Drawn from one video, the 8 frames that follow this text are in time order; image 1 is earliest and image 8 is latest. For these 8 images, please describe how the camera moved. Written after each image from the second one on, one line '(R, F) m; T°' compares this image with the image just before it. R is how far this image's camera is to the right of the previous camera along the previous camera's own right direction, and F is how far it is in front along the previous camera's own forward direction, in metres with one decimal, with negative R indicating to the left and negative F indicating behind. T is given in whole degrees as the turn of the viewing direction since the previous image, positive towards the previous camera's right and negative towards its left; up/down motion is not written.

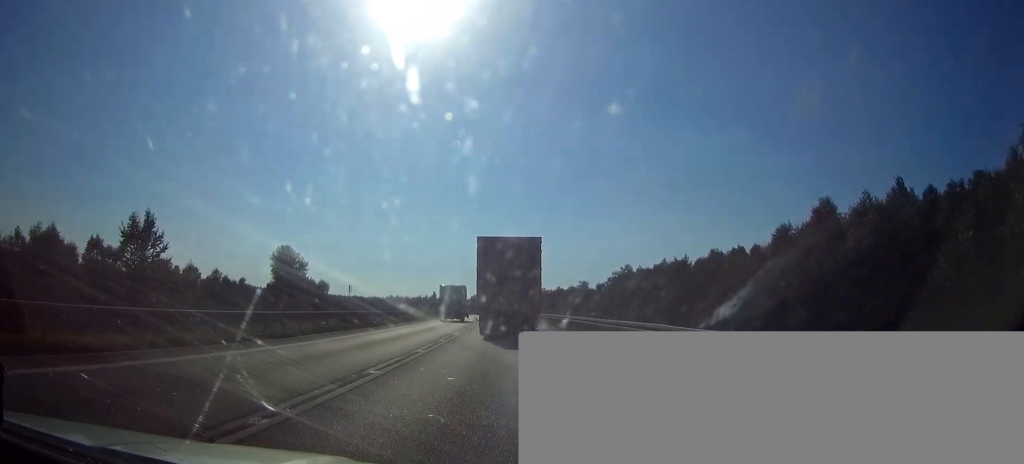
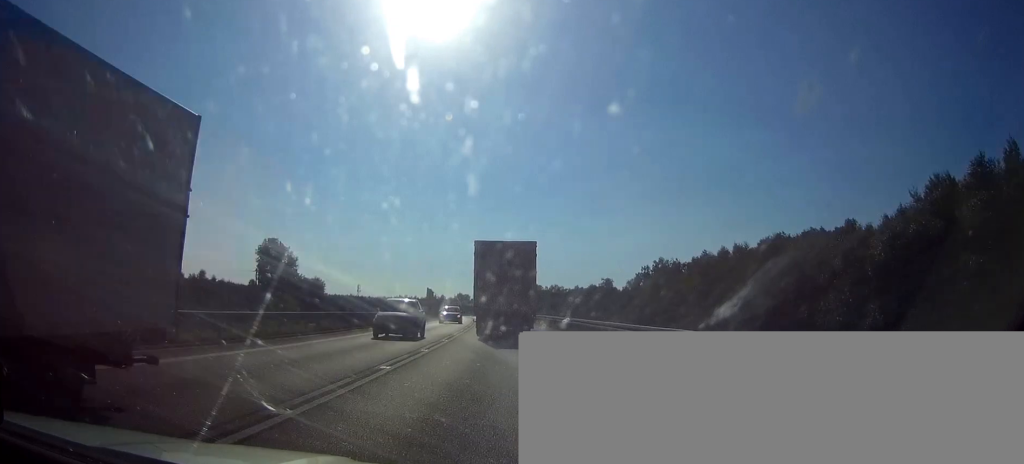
(-0.3, +29.3) m; -1°
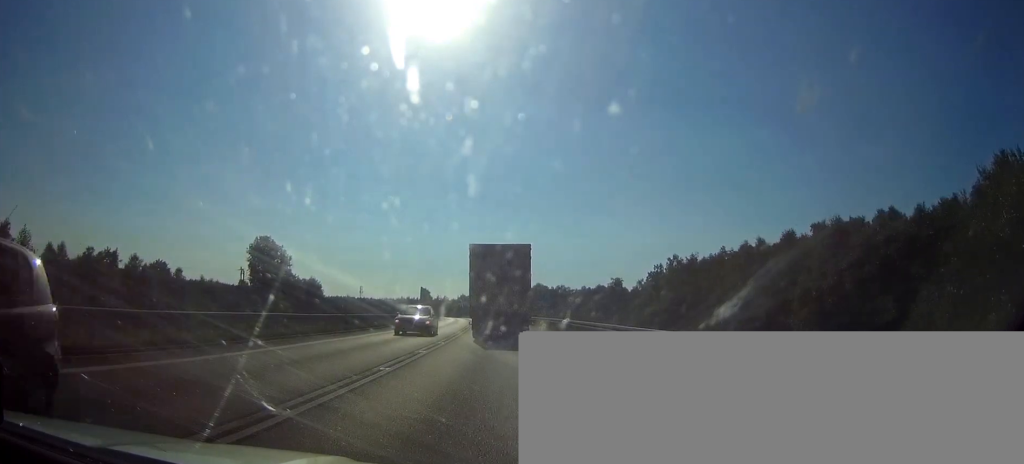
(-0.1, +12.1) m; 0°
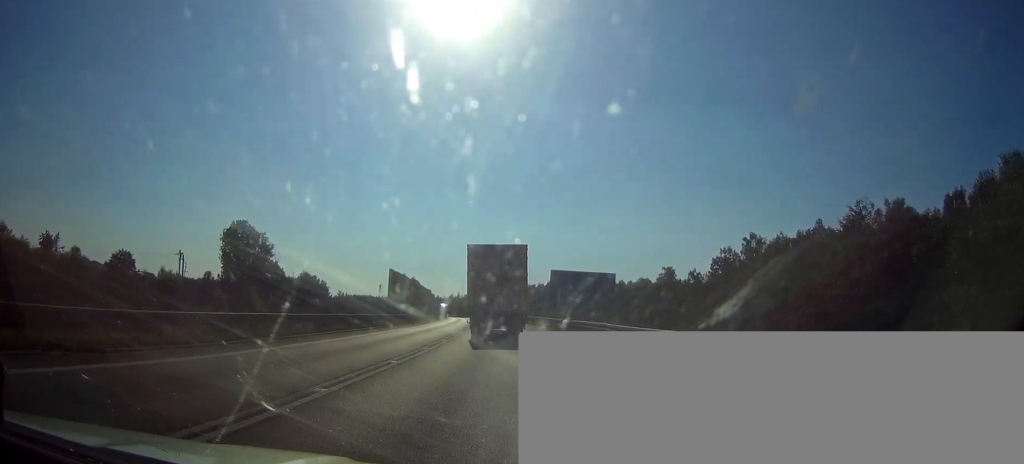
(-0.6, +39.3) m; -2°
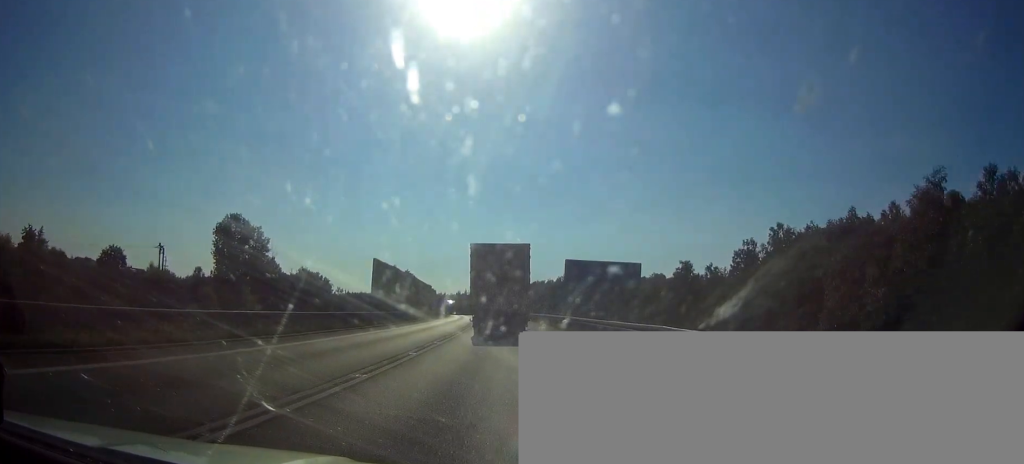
(-0.1, +9.9) m; -1°
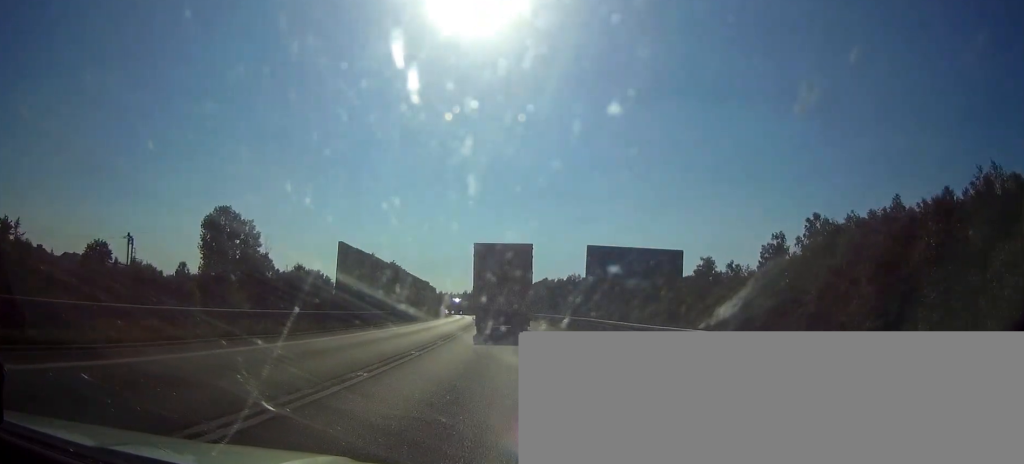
(-0.1, +12.2) m; -1°
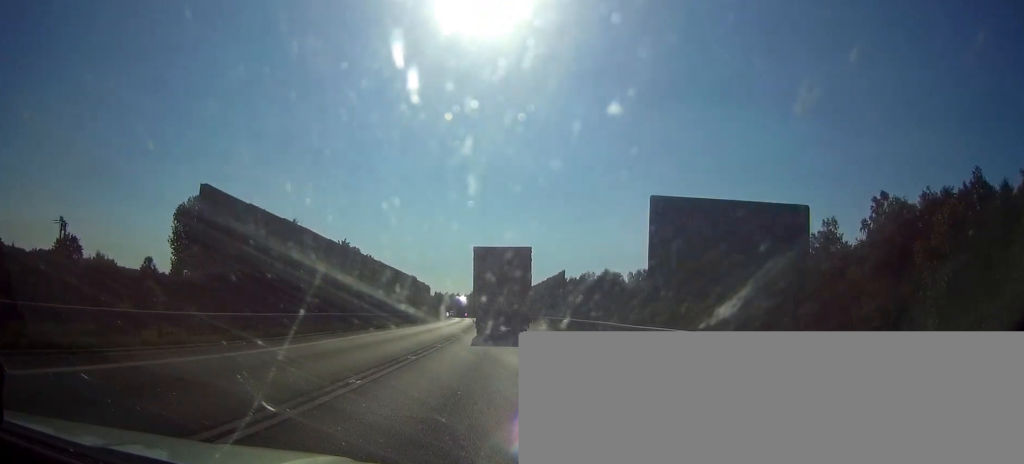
(-0.2, +19.0) m; -1°
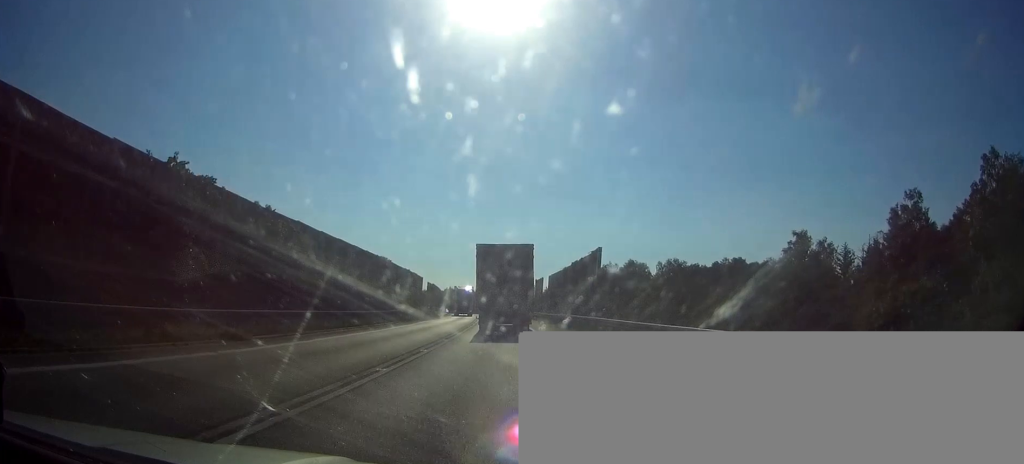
(0.0, +22.1) m; -1°
